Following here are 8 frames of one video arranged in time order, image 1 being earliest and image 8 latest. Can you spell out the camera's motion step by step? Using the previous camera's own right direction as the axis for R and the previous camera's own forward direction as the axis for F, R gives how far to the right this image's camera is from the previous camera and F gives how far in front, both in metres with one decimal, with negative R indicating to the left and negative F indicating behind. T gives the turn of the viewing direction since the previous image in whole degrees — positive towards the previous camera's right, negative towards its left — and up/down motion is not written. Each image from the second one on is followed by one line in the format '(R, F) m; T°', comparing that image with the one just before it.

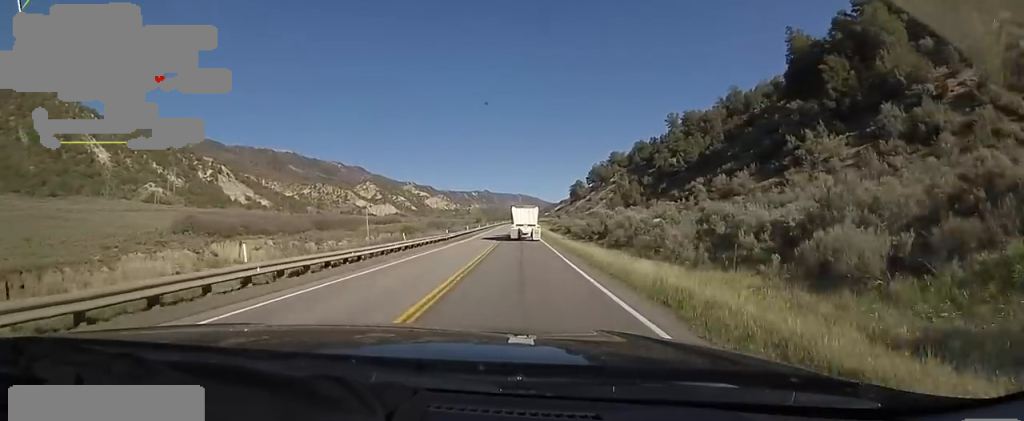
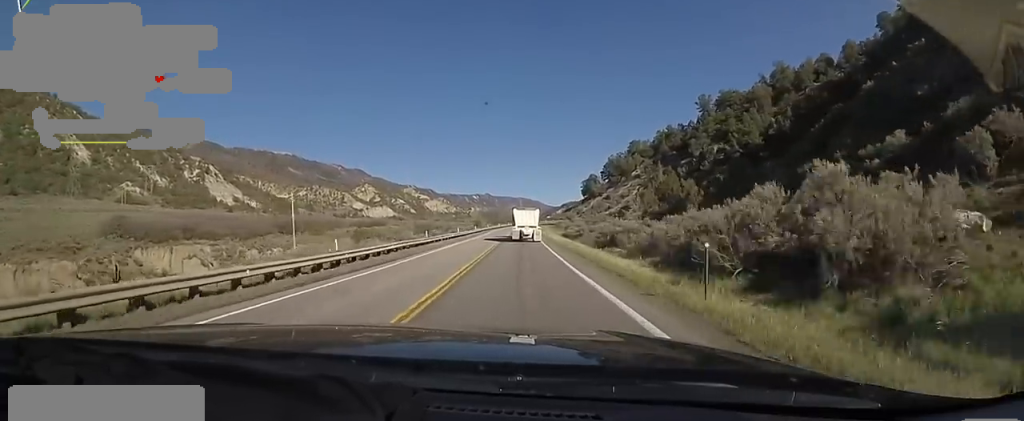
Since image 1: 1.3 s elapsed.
(-1.0, +30.2) m; -3°
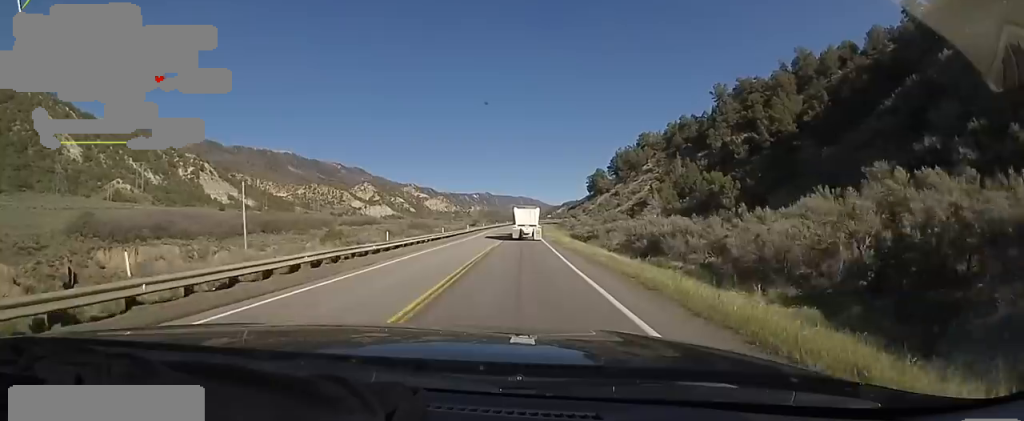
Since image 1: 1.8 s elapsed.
(0.0, +11.4) m; 0°
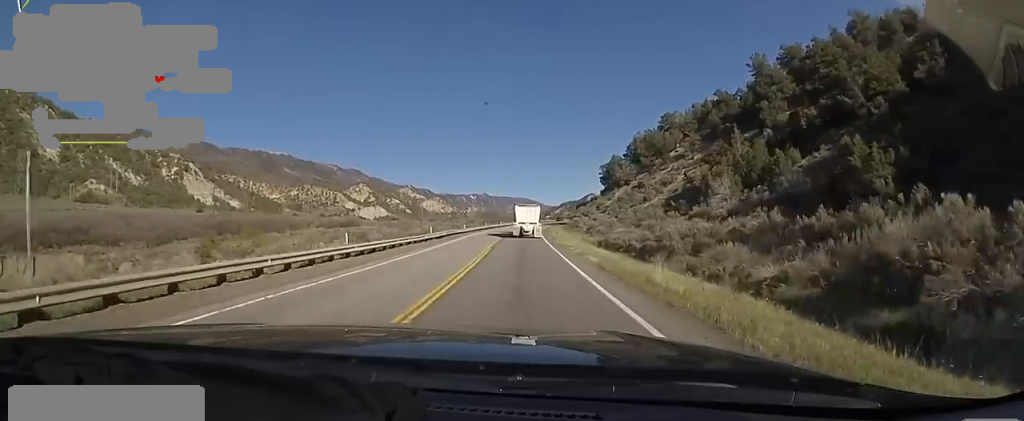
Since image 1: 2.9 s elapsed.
(0.0, +25.3) m; +1°
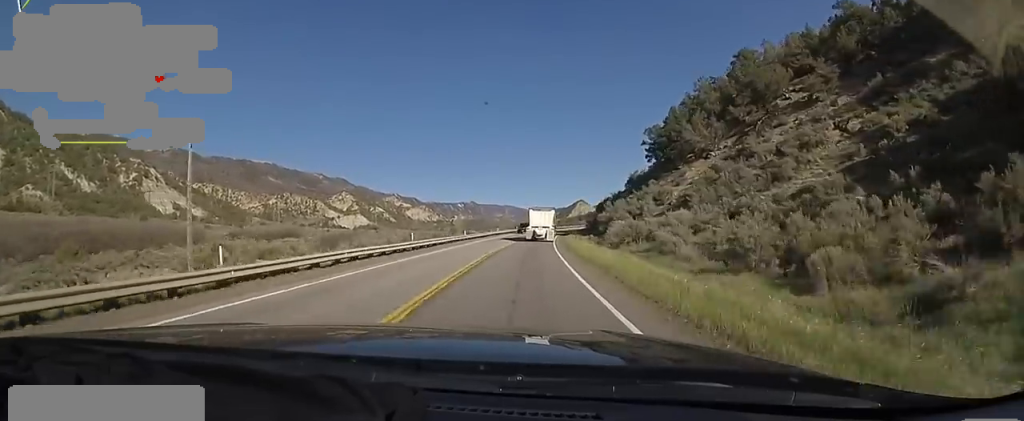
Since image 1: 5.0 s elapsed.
(+1.1, +47.6) m; +2°
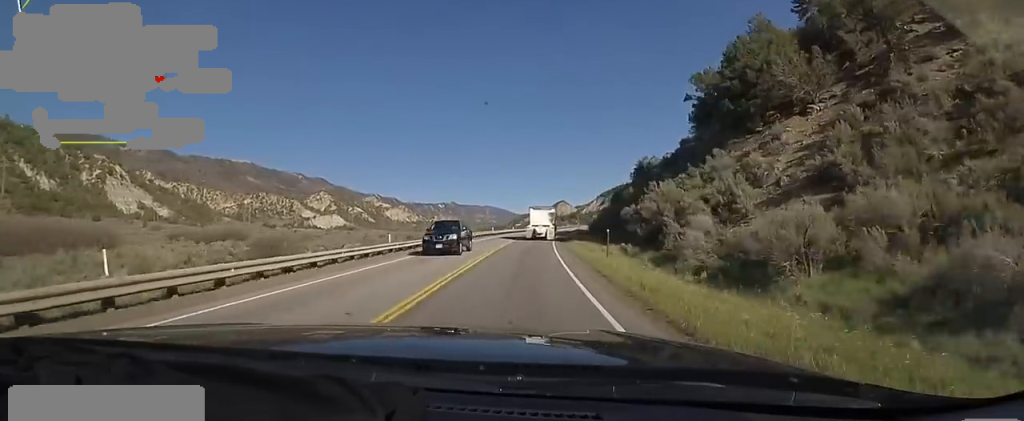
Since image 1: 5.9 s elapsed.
(+0.4, +22.8) m; +2°
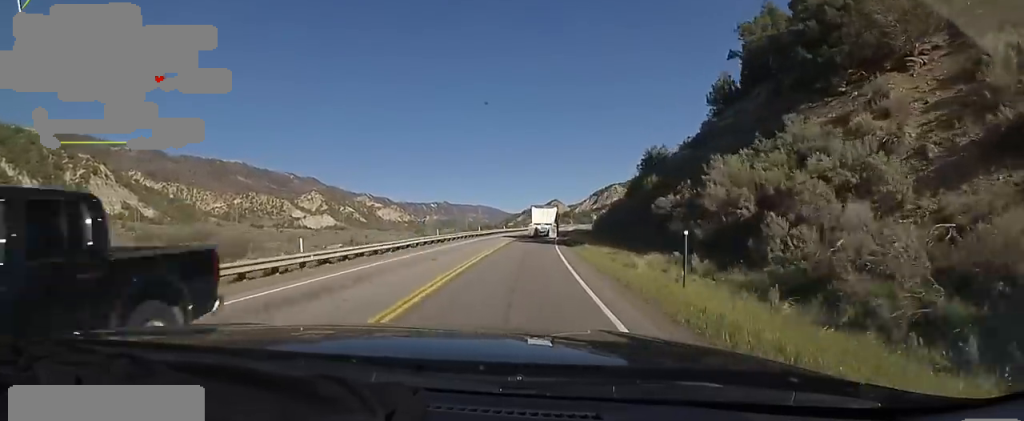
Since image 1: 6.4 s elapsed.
(+0.6, +10.3) m; +1°
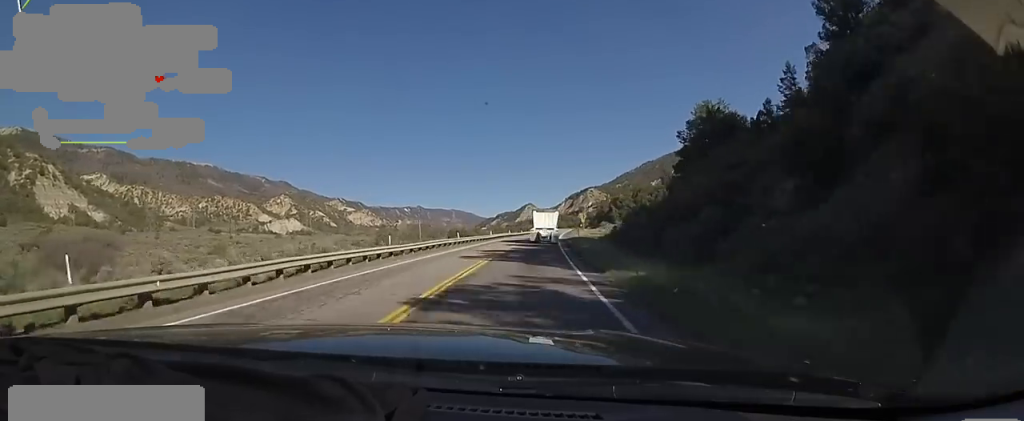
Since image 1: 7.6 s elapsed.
(-0.6, +30.4) m; +1°
